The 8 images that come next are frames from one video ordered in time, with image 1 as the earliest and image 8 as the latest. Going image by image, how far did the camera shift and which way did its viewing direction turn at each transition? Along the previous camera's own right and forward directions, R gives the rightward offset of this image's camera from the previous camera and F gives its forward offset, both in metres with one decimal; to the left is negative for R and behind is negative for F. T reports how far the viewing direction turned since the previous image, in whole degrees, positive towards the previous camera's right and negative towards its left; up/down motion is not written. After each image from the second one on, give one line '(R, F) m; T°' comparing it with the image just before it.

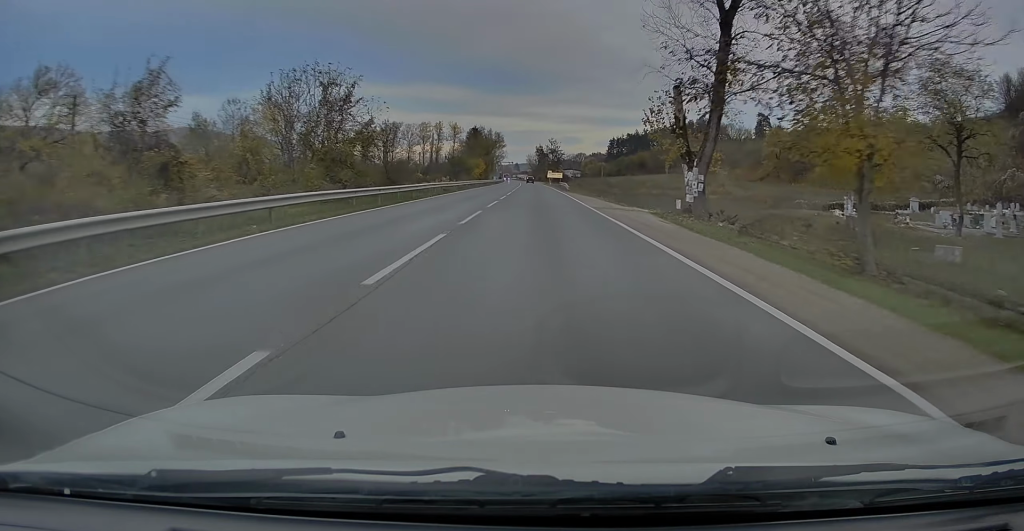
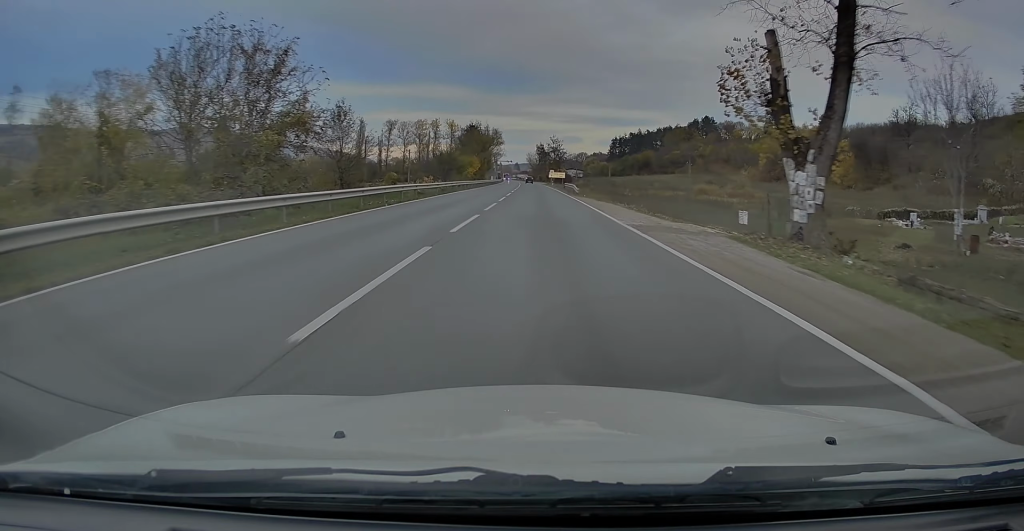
(0.0, +11.4) m; 0°
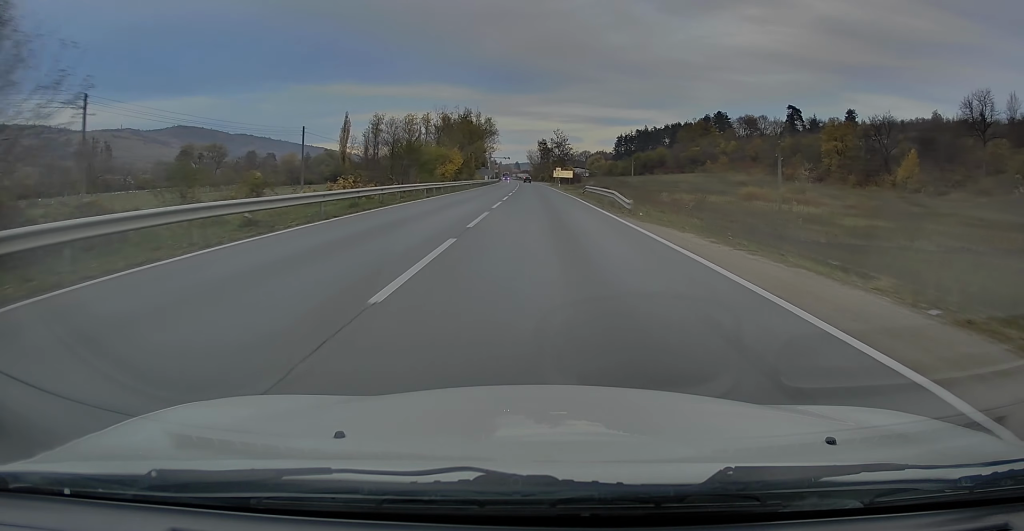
(+0.1, +25.3) m; 0°
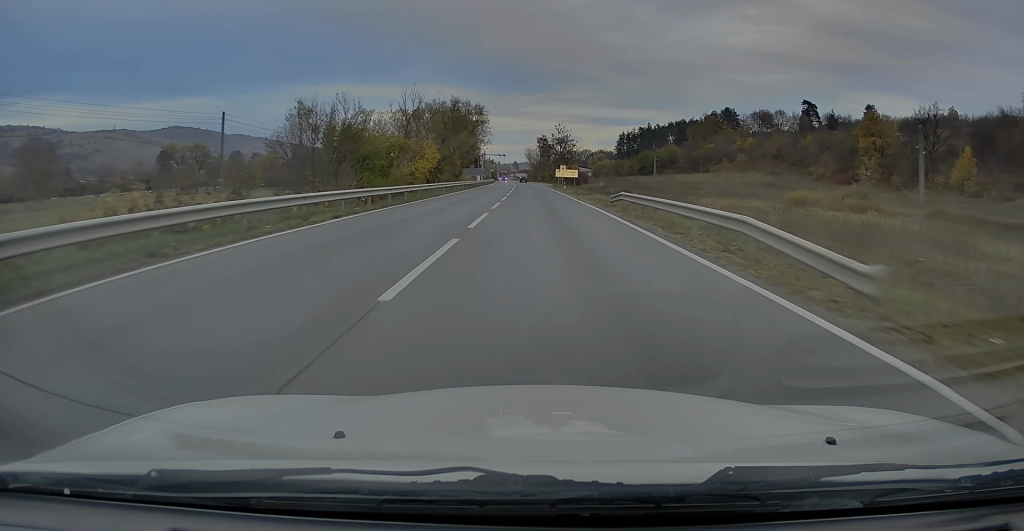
(0.0, +17.6) m; 0°
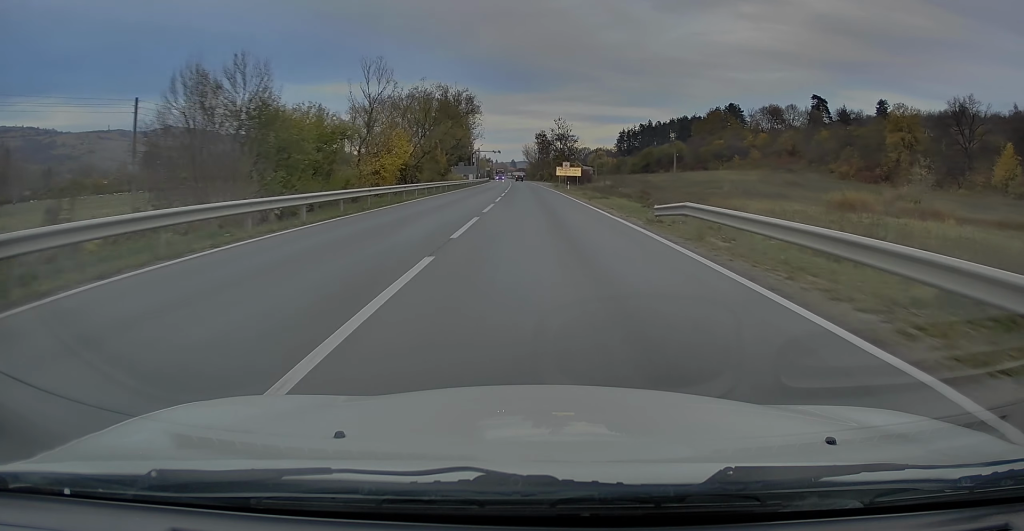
(0.0, +11.5) m; 0°
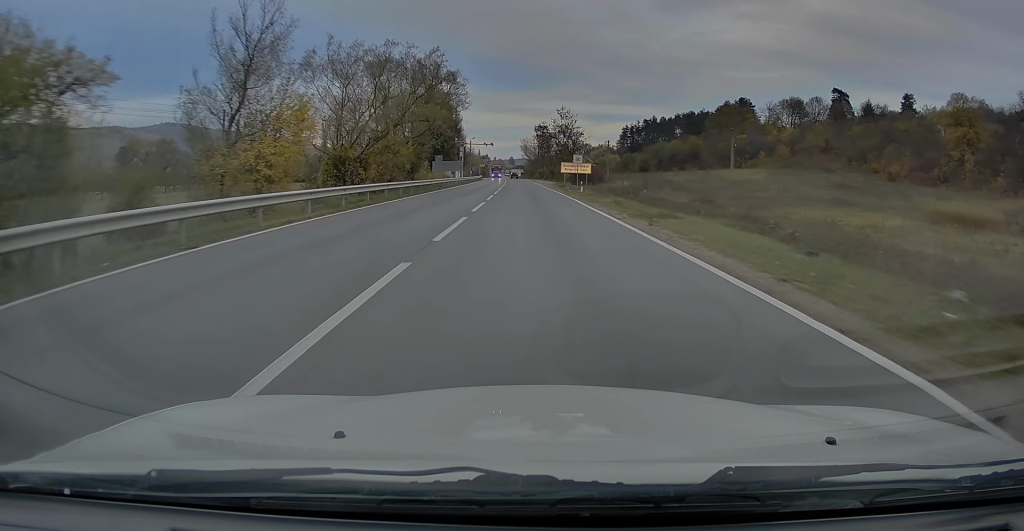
(0.0, +18.8) m; 0°
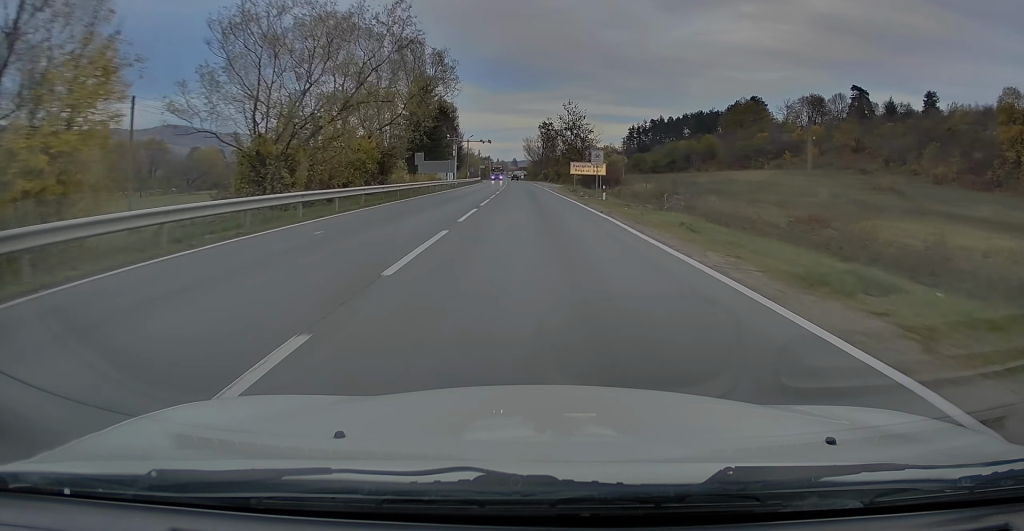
(0.0, +12.7) m; 0°
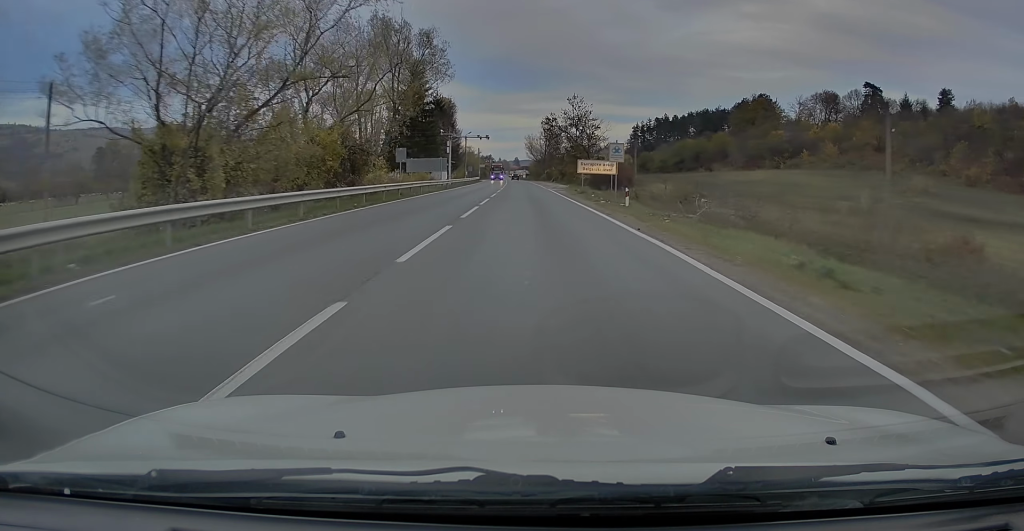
(0.0, +7.8) m; 0°
